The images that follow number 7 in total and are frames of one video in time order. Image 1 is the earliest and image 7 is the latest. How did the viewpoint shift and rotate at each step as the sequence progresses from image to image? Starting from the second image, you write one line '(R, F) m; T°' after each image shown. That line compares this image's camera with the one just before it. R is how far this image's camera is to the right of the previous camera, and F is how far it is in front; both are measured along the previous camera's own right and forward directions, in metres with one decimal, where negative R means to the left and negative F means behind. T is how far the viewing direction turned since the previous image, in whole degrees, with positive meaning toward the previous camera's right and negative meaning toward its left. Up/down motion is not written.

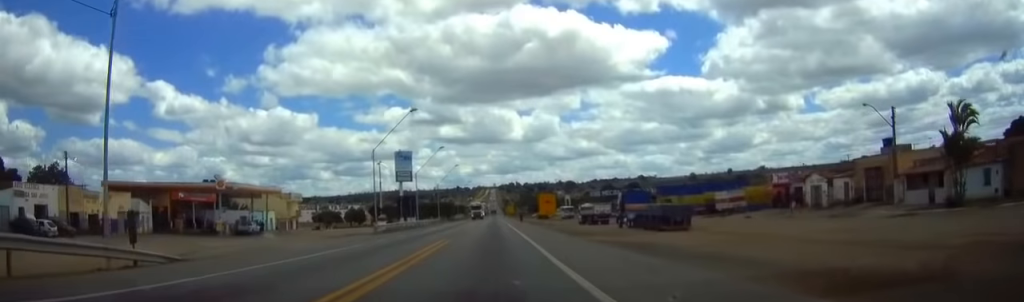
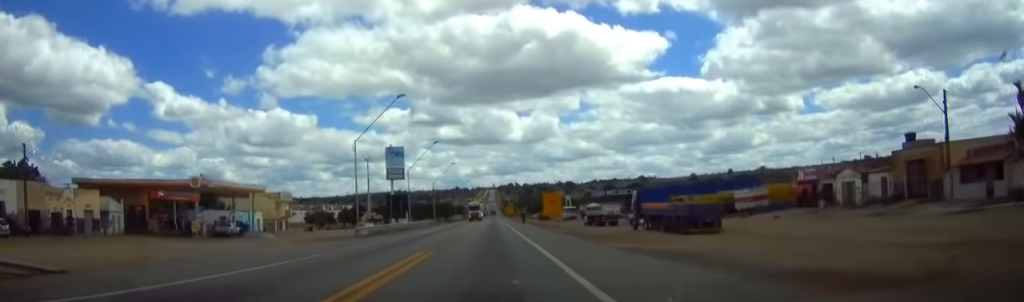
(0.0, +7.2) m; 0°
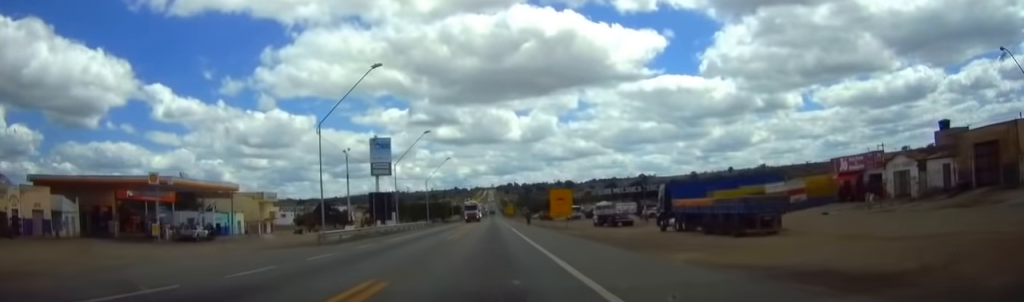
(0.0, +9.8) m; 0°
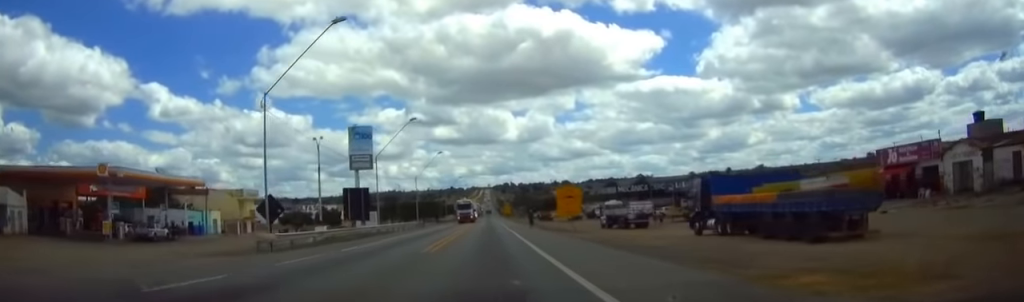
(0.0, +9.2) m; 0°
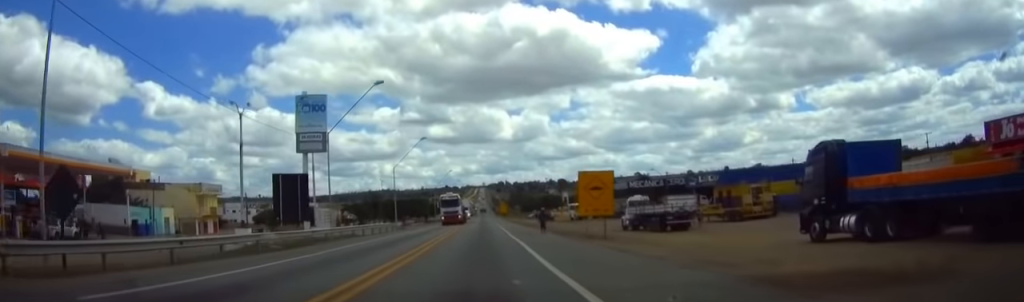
(+0.1, +16.0) m; 0°
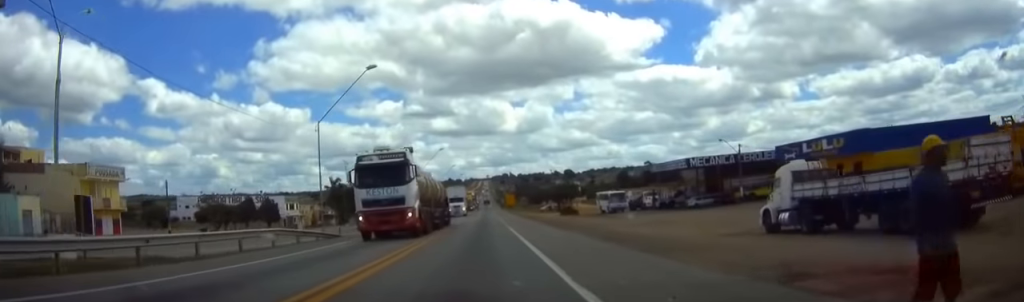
(-0.2, +34.3) m; 0°
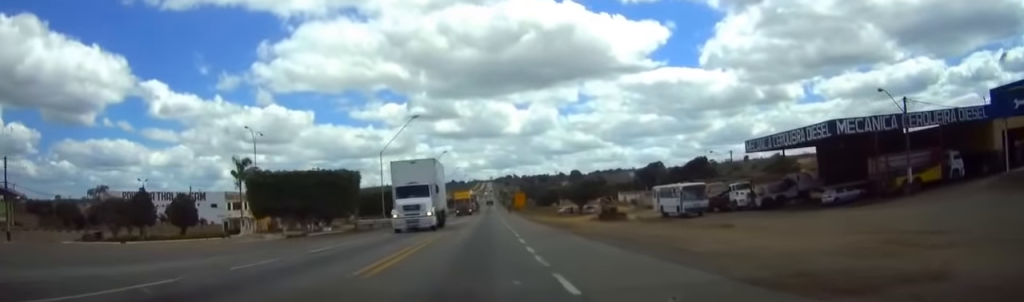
(+0.1, +37.4) m; 0°
